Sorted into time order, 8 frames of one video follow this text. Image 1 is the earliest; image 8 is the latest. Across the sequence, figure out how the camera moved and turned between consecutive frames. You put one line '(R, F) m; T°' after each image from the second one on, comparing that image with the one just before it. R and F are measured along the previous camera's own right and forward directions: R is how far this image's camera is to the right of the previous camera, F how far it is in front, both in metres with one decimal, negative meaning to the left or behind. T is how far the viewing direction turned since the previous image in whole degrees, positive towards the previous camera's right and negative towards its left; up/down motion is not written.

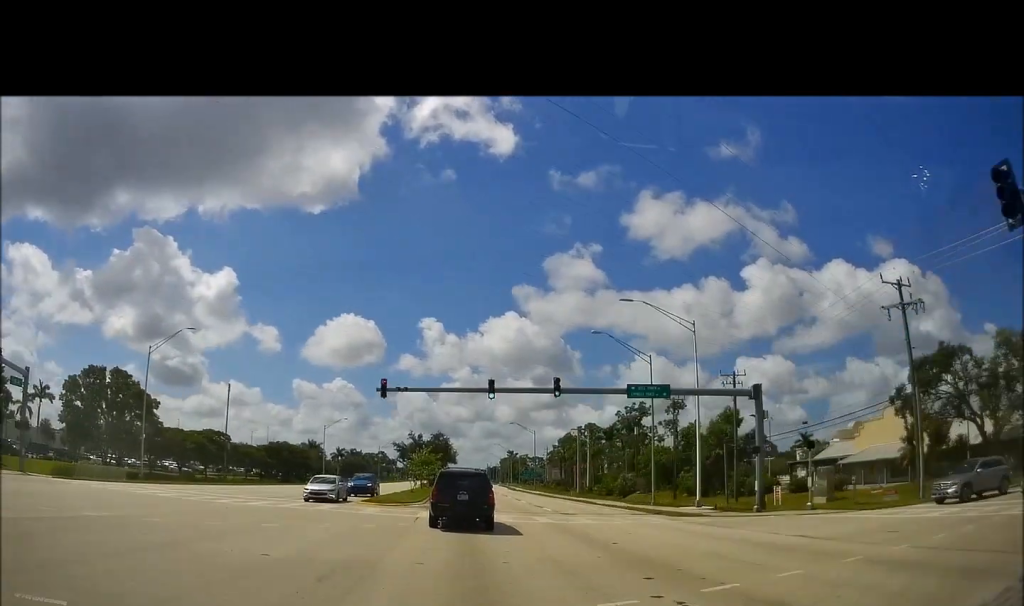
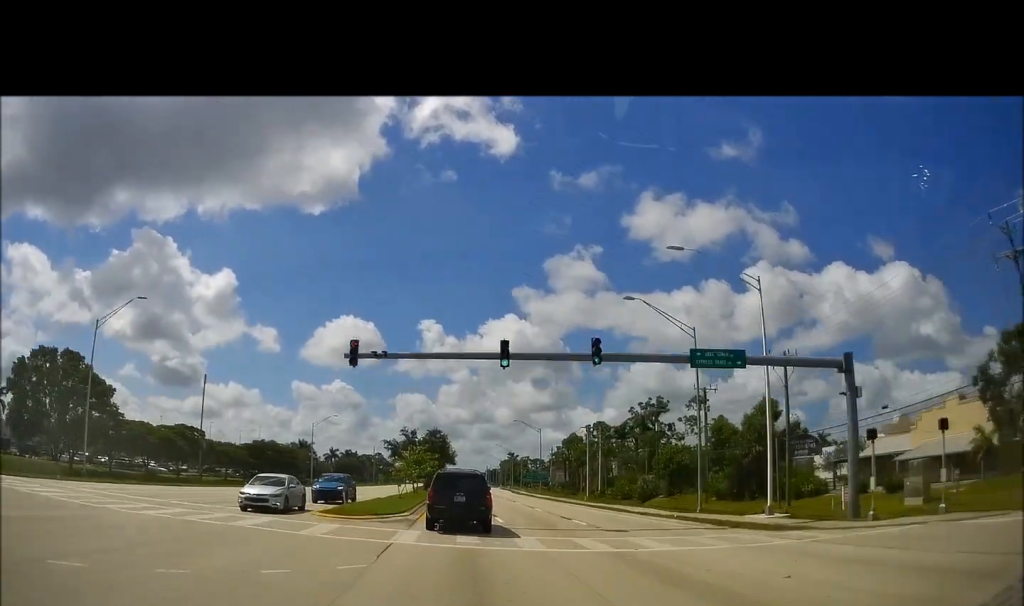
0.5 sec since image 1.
(+0.1, +9.5) m; +1°
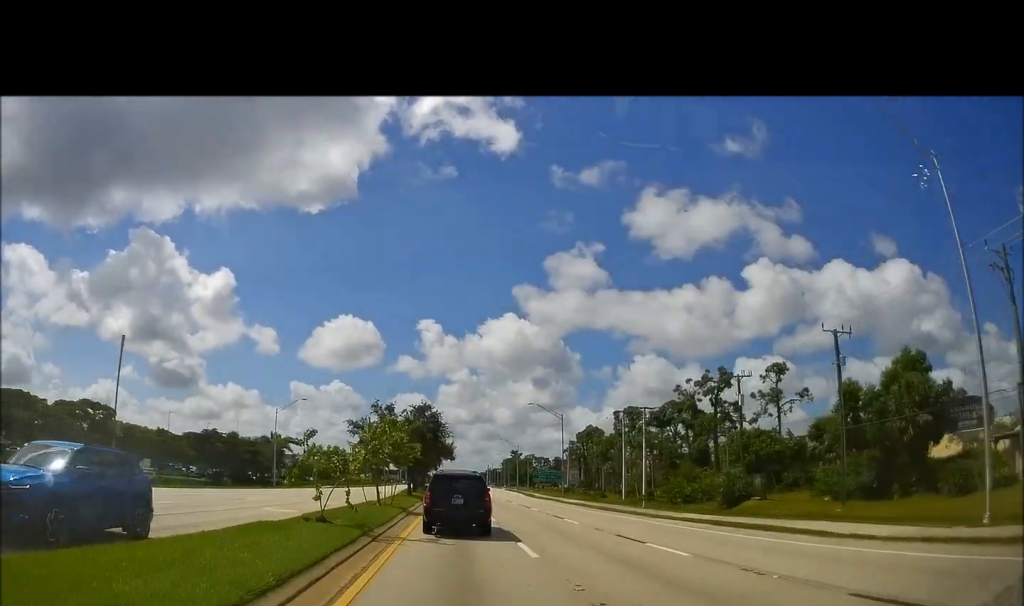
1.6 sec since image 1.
(+0.4, +23.8) m; 0°
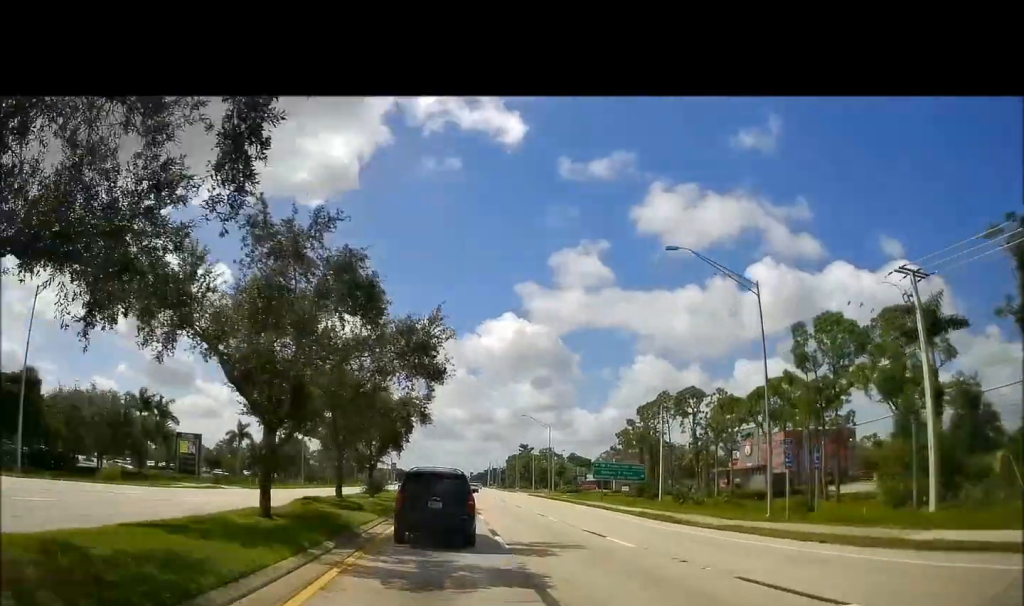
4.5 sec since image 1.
(-1.1, +58.3) m; -1°
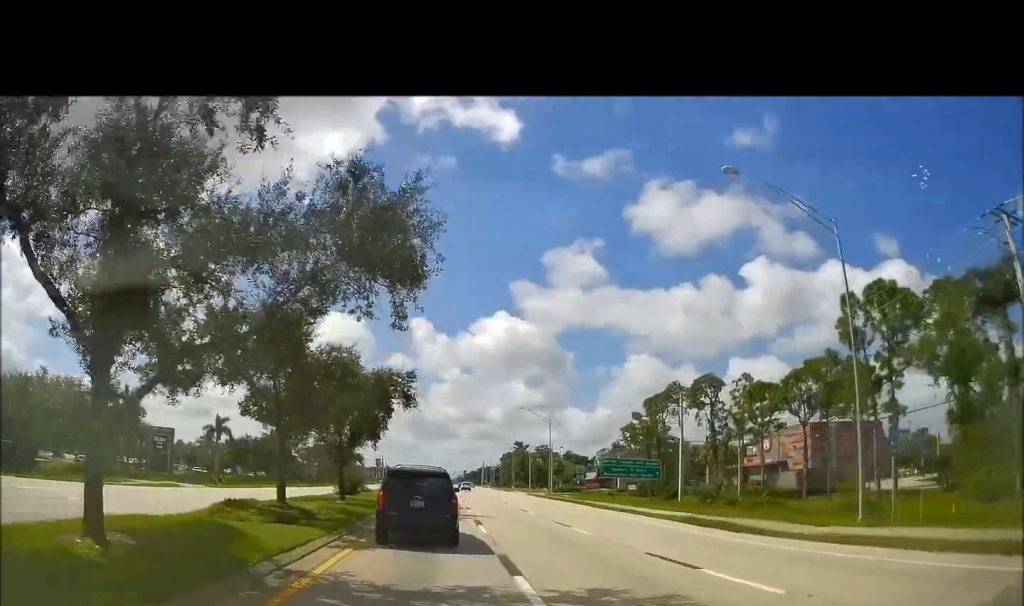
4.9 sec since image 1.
(0.0, +8.0) m; 0°
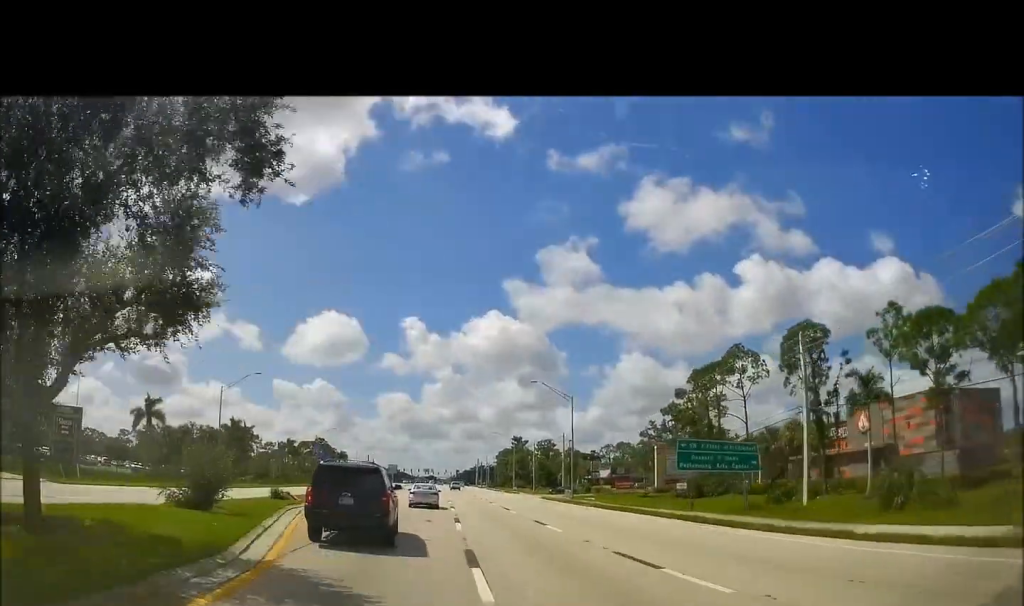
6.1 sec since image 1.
(+0.2, +23.7) m; +1°
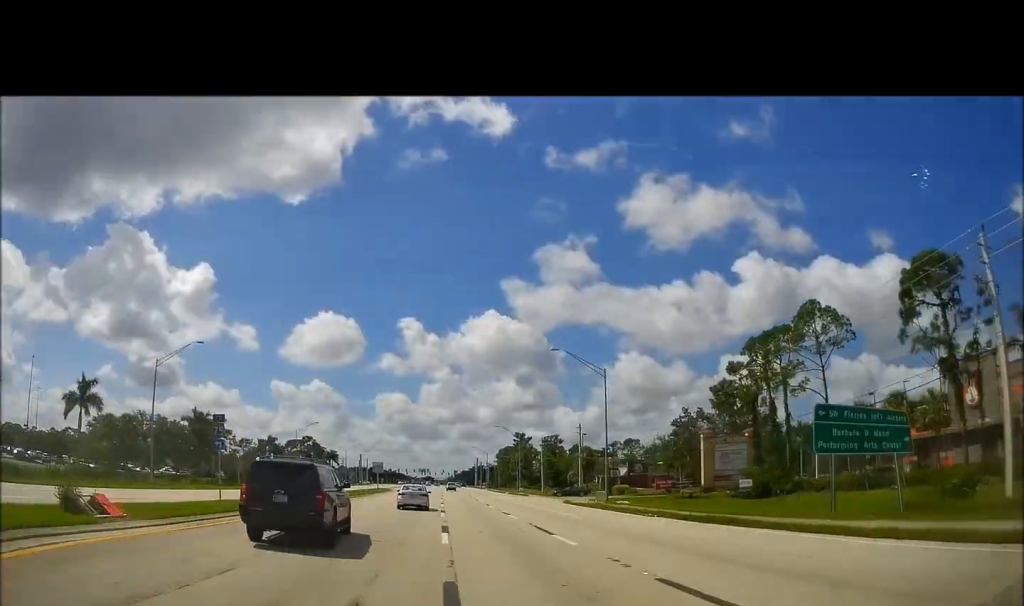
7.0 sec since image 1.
(0.0, +16.5) m; +1°
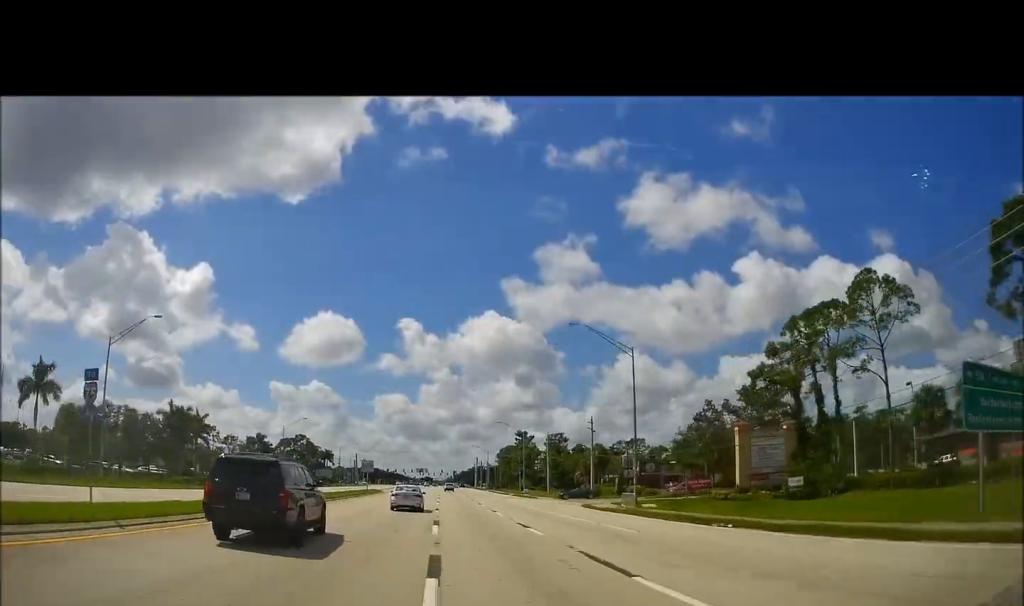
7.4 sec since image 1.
(0.0, +8.7) m; +1°
